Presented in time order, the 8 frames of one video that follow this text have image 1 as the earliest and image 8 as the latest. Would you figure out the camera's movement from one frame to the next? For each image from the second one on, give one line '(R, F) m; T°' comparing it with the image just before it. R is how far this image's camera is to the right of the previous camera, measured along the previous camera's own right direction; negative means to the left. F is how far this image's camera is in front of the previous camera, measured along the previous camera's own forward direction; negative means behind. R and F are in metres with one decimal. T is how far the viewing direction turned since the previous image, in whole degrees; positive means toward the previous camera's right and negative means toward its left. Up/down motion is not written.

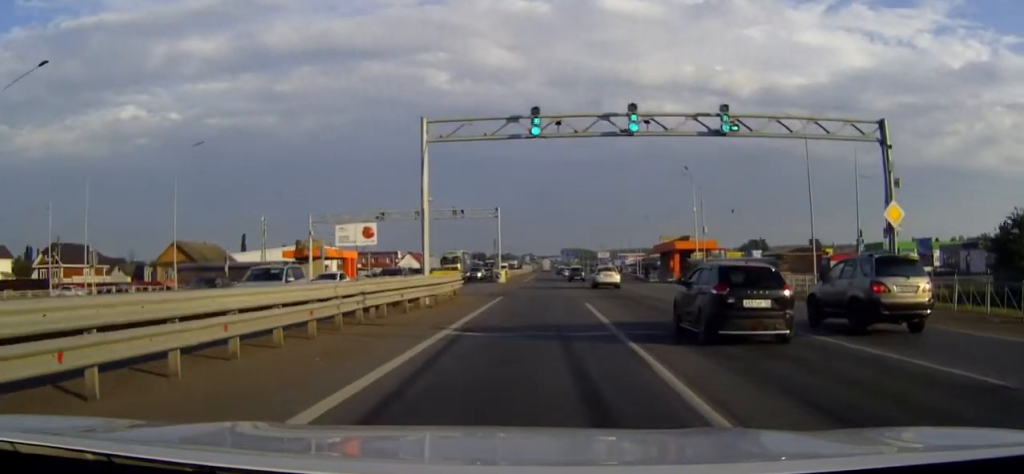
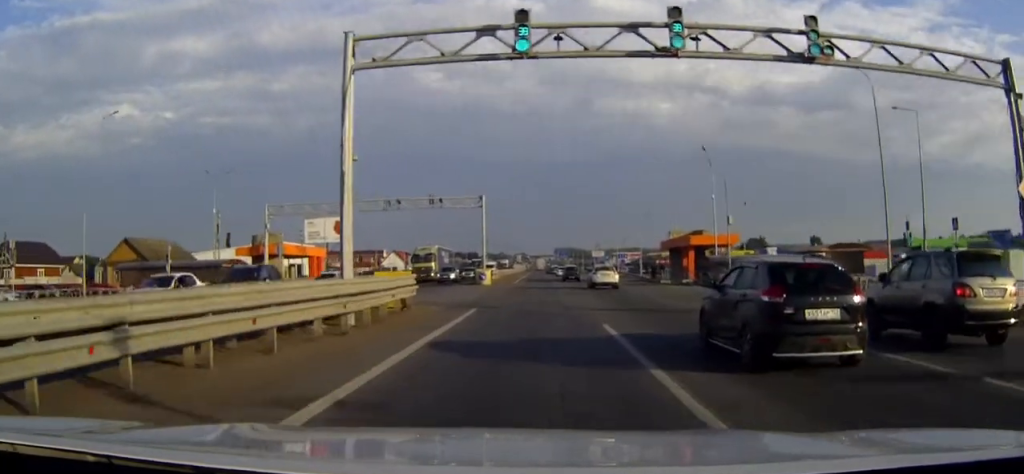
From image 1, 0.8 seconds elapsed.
(0.0, +11.1) m; 0°
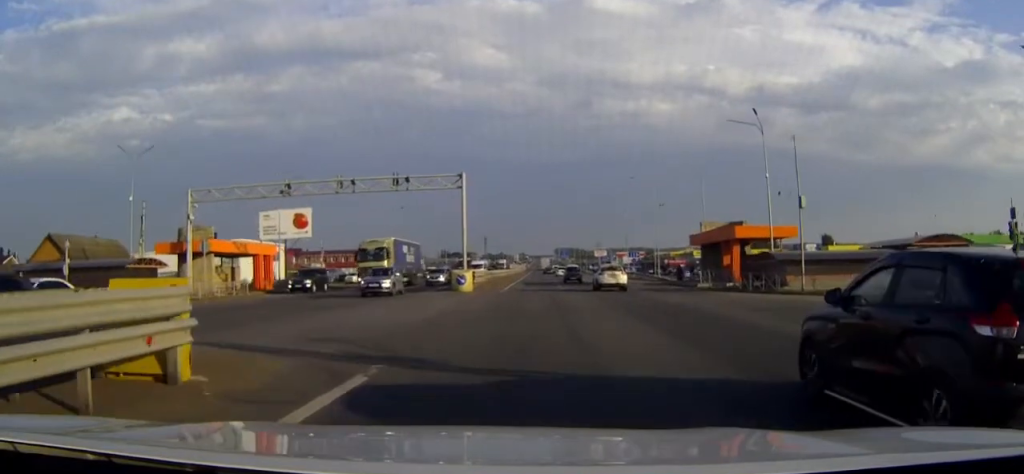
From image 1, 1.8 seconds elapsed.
(0.0, +15.9) m; 0°
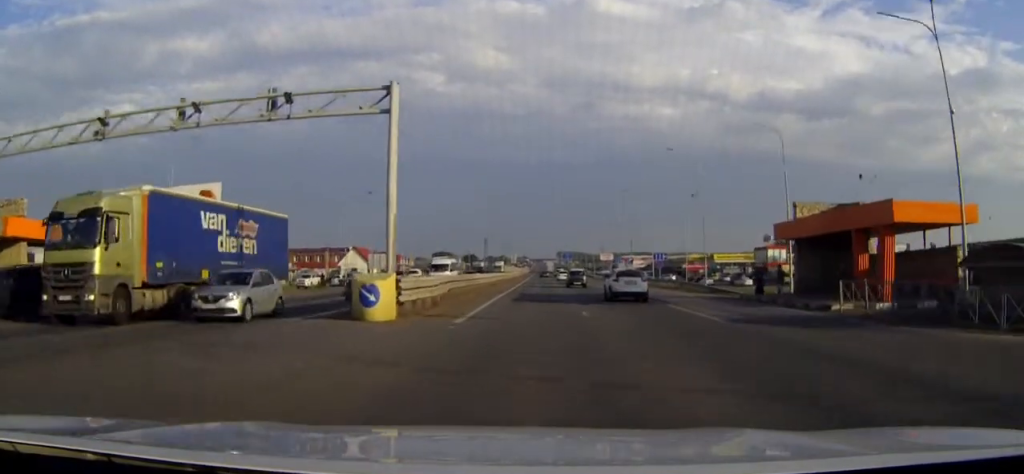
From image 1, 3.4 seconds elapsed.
(0.0, +23.8) m; 0°
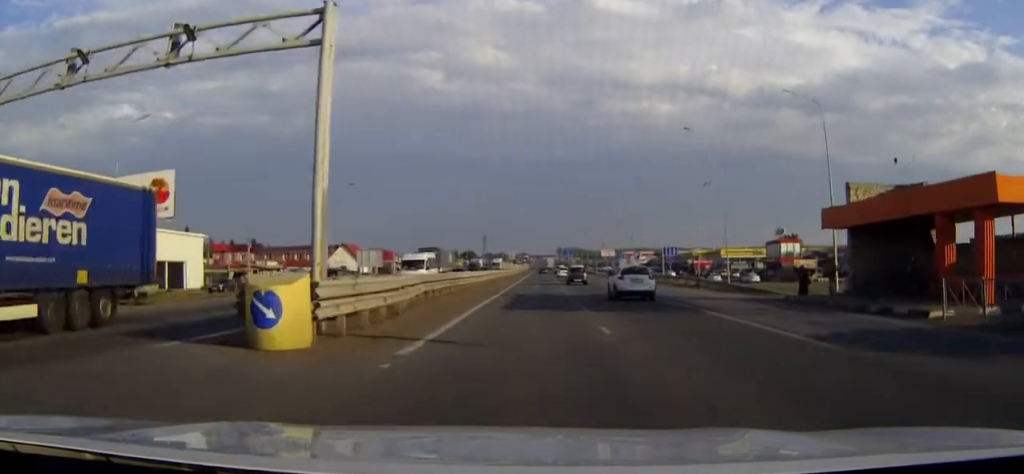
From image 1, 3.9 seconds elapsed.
(0.0, +7.7) m; 0°
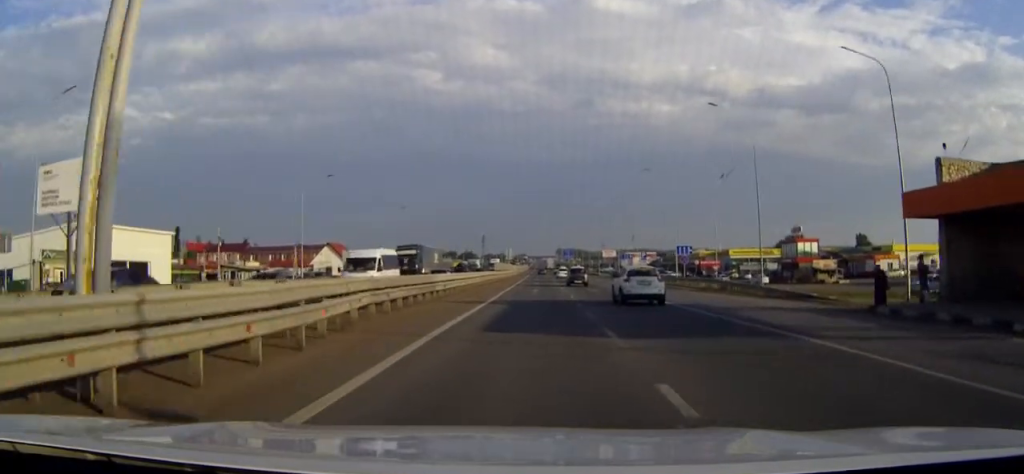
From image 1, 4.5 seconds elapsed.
(0.0, +8.8) m; 0°
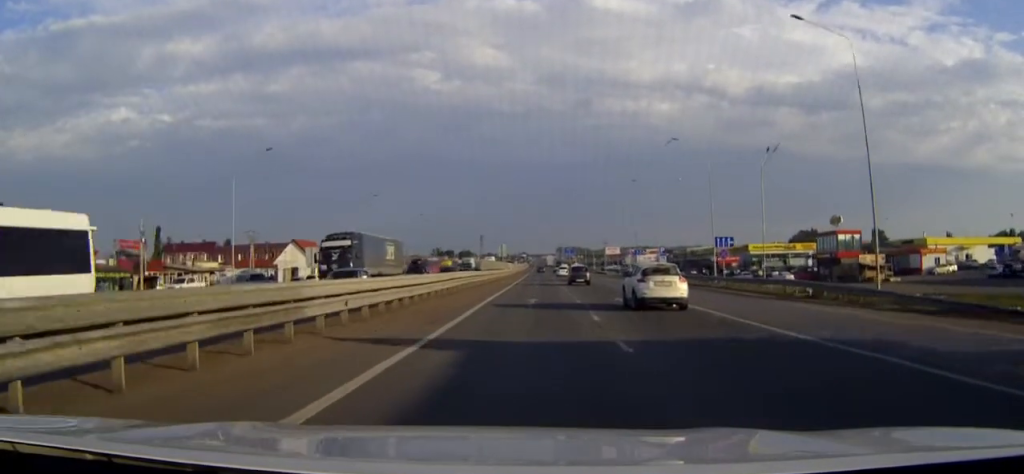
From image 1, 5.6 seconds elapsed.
(0.0, +17.2) m; 0°
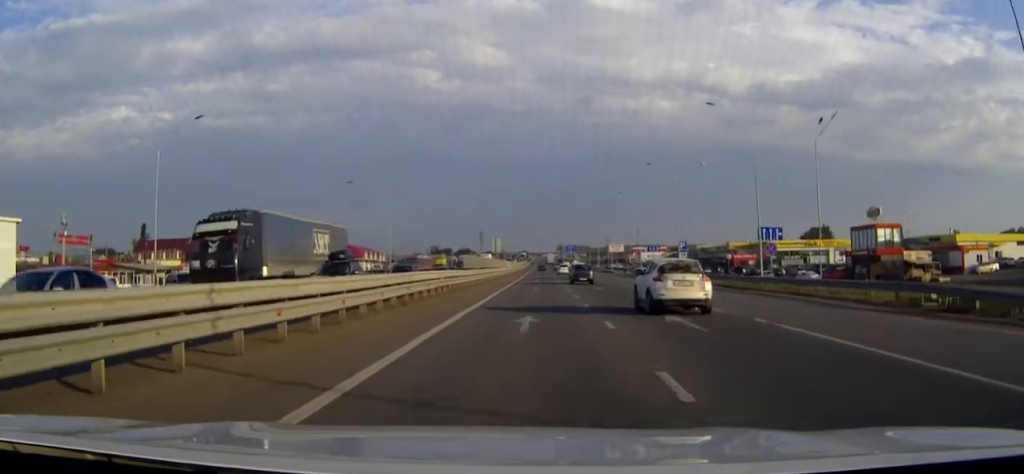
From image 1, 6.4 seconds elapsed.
(0.0, +12.6) m; 0°
